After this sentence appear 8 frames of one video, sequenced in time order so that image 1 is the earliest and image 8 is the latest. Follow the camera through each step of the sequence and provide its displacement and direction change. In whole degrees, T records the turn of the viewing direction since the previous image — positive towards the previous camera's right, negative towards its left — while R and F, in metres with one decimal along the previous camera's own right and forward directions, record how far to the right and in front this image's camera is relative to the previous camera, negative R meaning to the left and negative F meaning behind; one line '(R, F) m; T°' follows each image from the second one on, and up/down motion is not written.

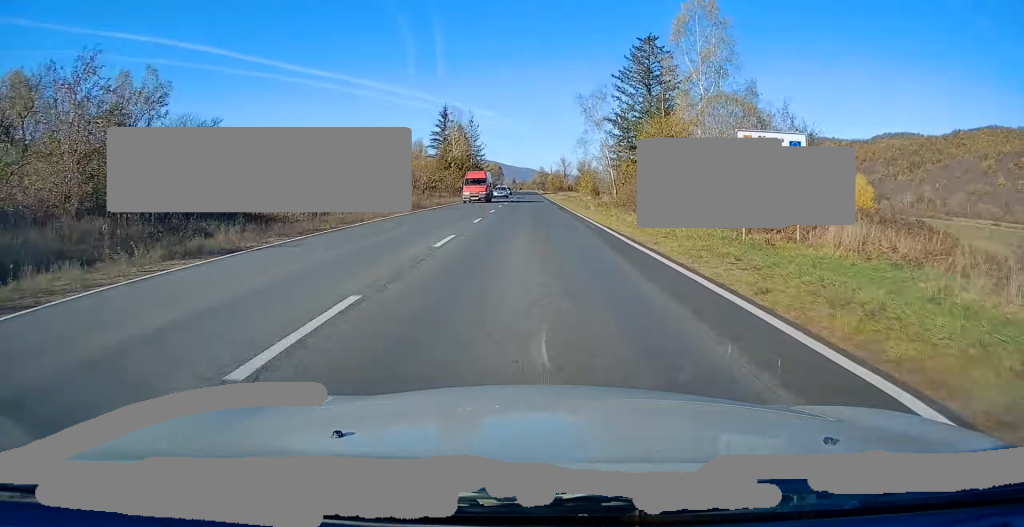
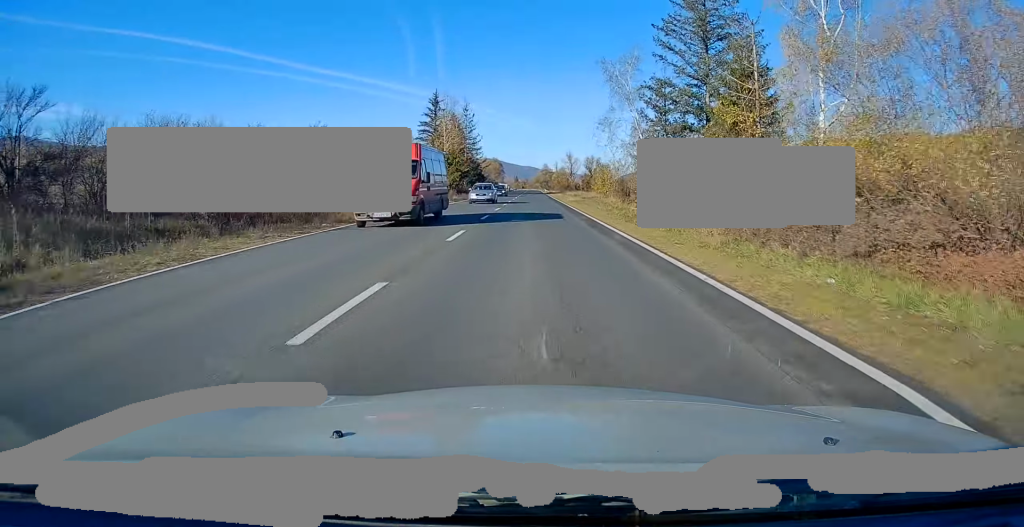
(0.0, +16.8) m; 0°
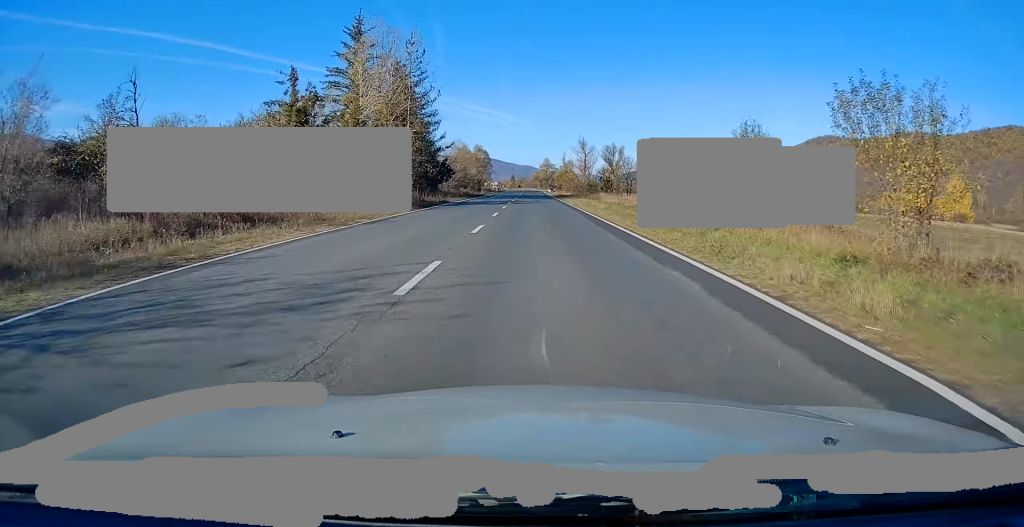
(-0.8, +51.1) m; 0°
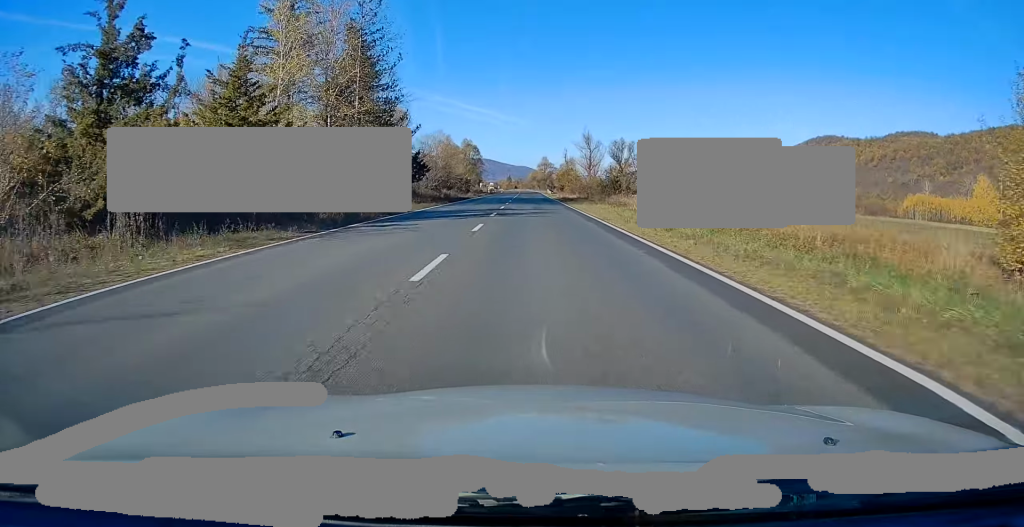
(+0.1, +16.8) m; +1°
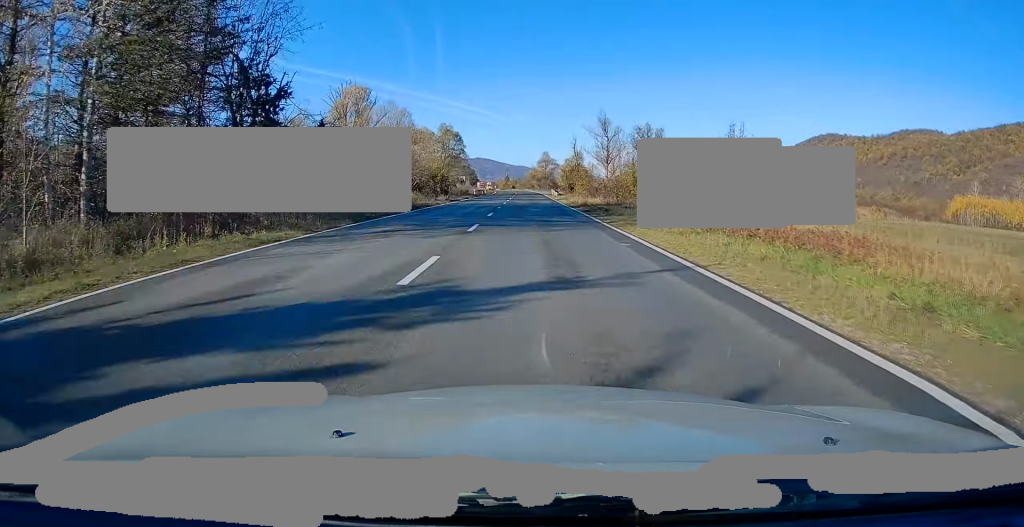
(+0.4, +26.8) m; 0°
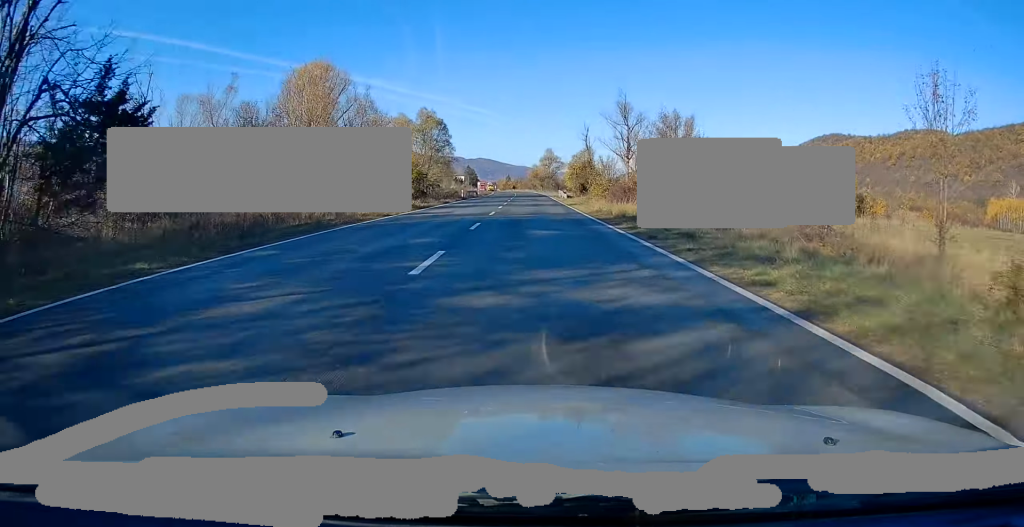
(0.0, +16.8) m; -1°
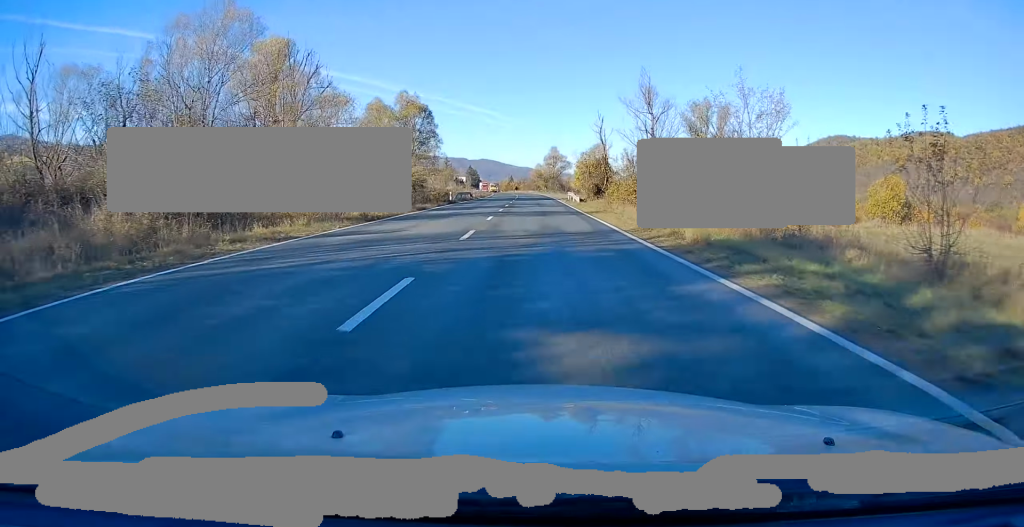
(-0.2, +12.2) m; -1°
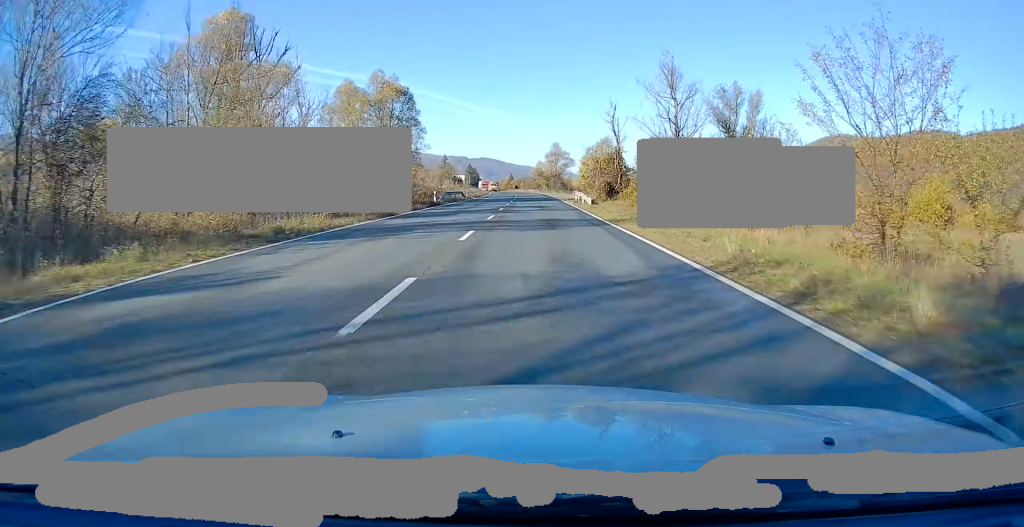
(-0.1, +9.2) m; 0°
